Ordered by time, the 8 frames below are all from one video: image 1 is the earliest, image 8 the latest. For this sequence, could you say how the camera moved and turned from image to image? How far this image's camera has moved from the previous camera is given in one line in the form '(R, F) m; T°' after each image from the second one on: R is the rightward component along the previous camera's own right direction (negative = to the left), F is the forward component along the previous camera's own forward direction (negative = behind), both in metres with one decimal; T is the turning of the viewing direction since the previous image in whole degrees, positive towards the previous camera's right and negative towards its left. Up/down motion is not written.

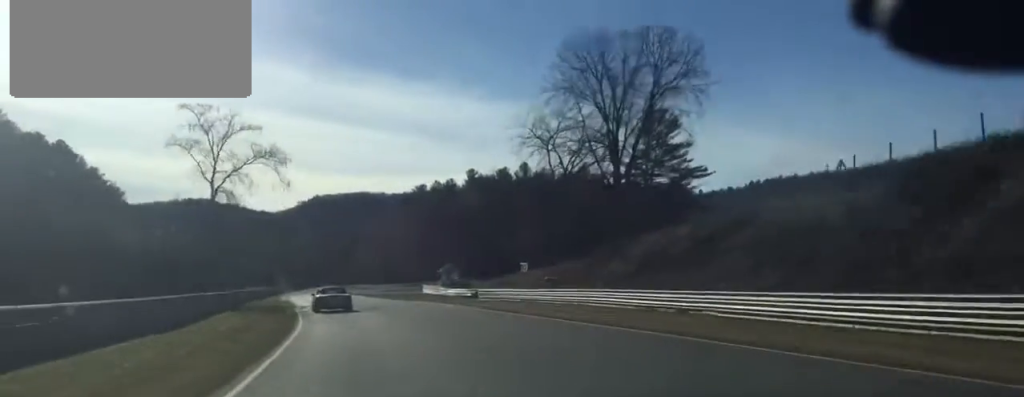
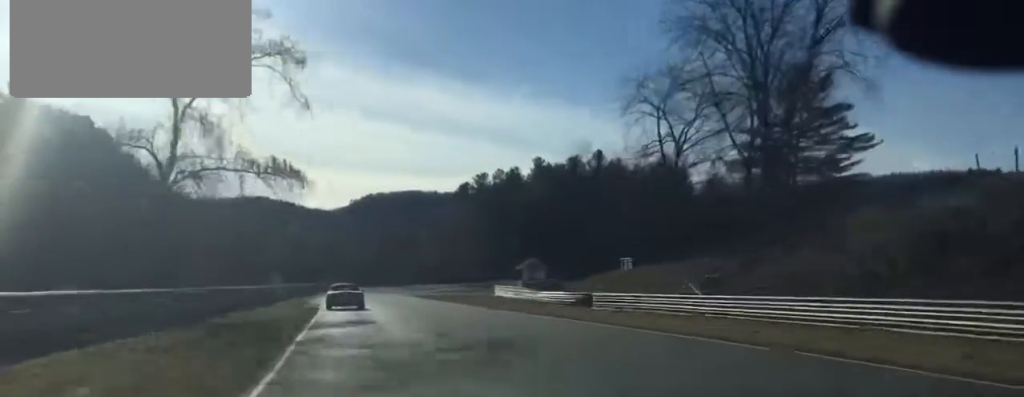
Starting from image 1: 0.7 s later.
(-0.6, +25.0) m; -3°
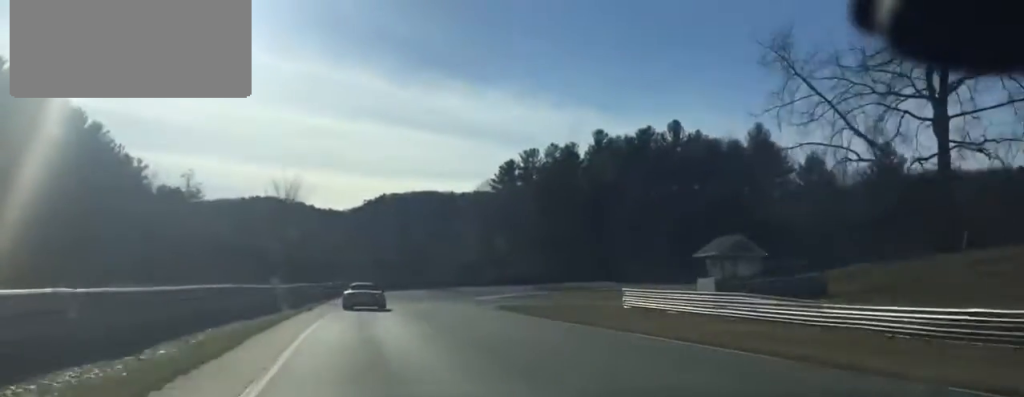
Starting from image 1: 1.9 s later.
(-1.2, +42.7) m; 0°
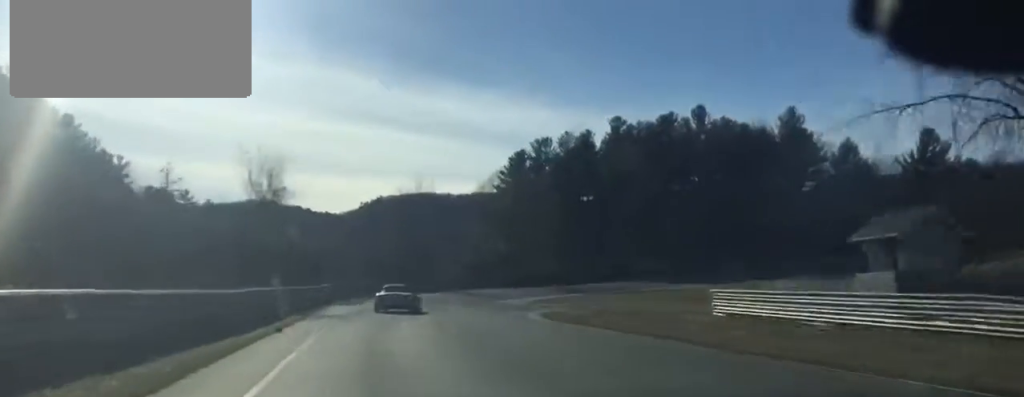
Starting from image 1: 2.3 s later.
(+0.2, +14.5) m; +2°
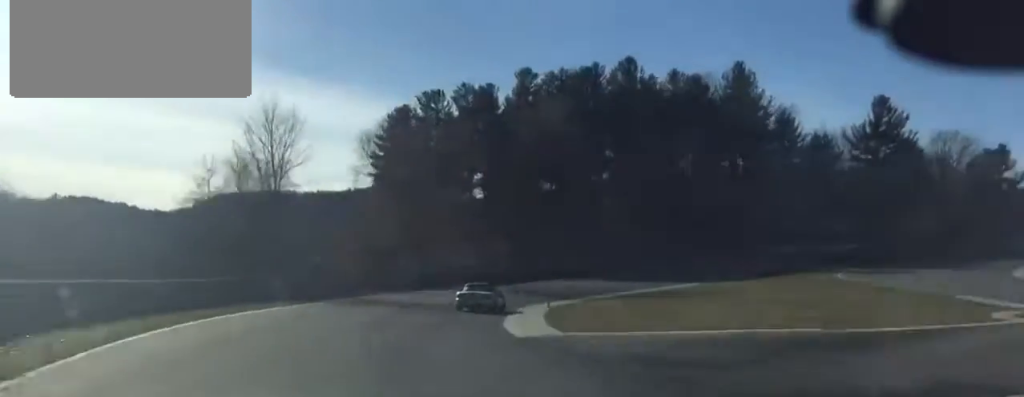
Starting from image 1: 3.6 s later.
(+2.1, +41.6) m; +7°
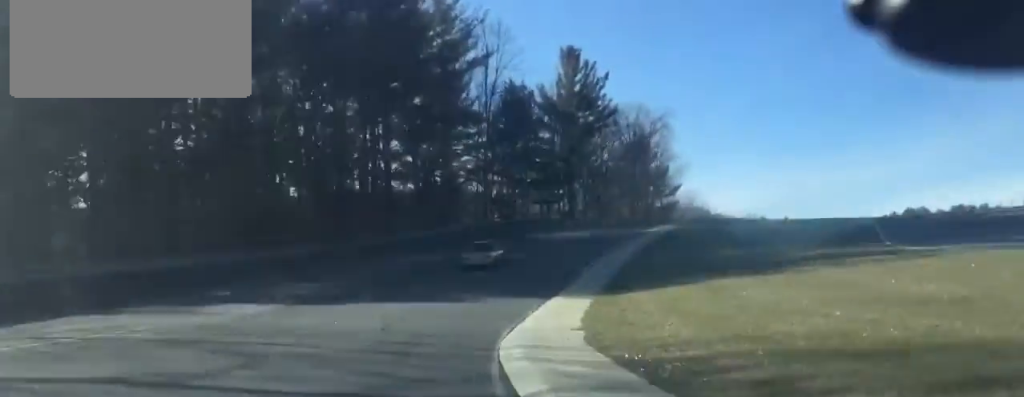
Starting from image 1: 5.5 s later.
(+13.5, +51.9) m; +29°
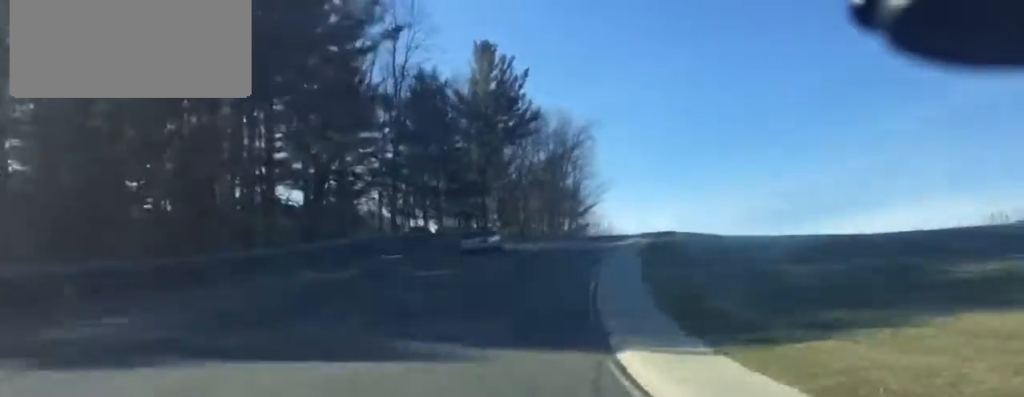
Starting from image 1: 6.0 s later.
(+0.9, +14.6) m; +6°
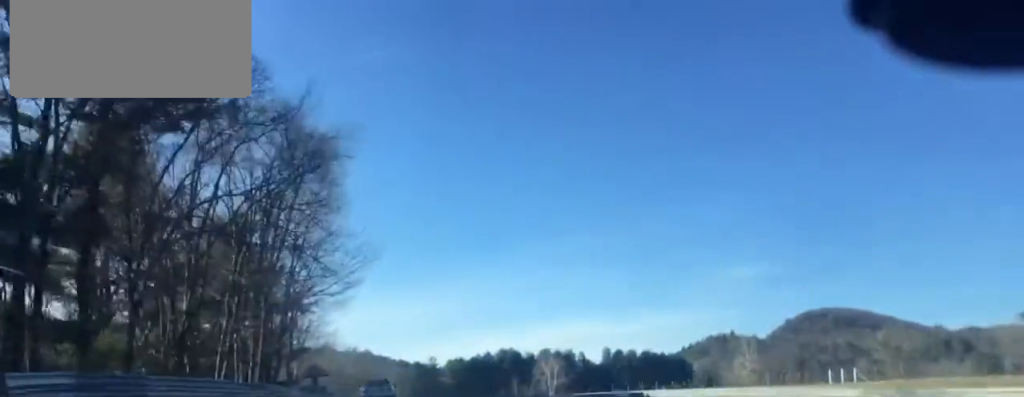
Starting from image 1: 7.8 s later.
(+7.9, +52.9) m; +23°
